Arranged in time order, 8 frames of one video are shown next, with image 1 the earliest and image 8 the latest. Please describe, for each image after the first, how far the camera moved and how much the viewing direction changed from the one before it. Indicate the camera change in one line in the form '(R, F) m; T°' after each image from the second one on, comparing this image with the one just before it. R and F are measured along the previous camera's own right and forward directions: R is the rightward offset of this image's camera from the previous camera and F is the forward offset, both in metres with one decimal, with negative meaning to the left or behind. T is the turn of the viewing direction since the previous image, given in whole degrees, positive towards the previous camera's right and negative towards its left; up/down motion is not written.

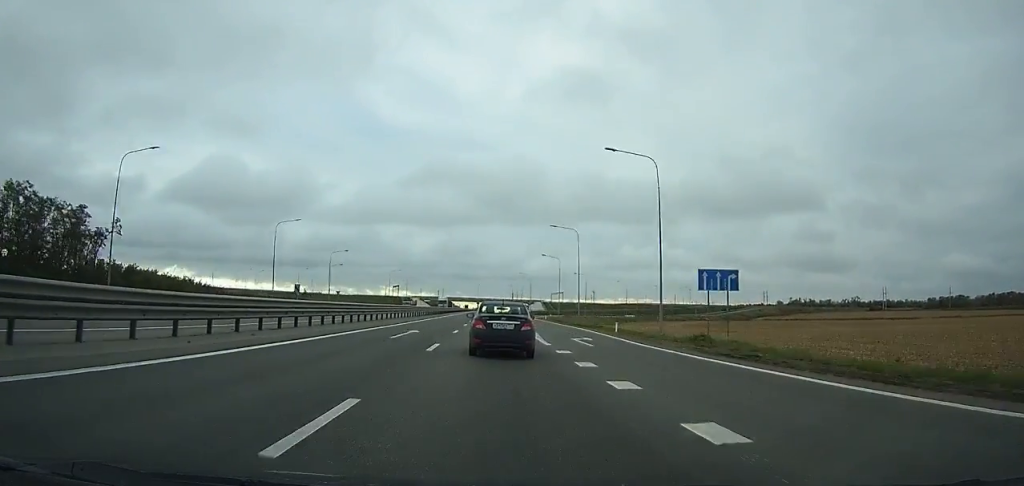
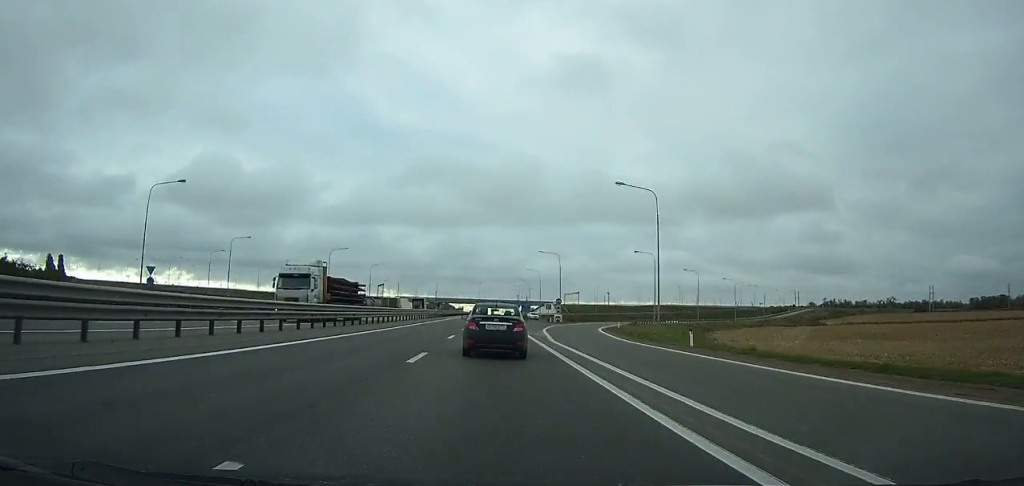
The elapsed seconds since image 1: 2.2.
(-0.3, +70.3) m; 0°
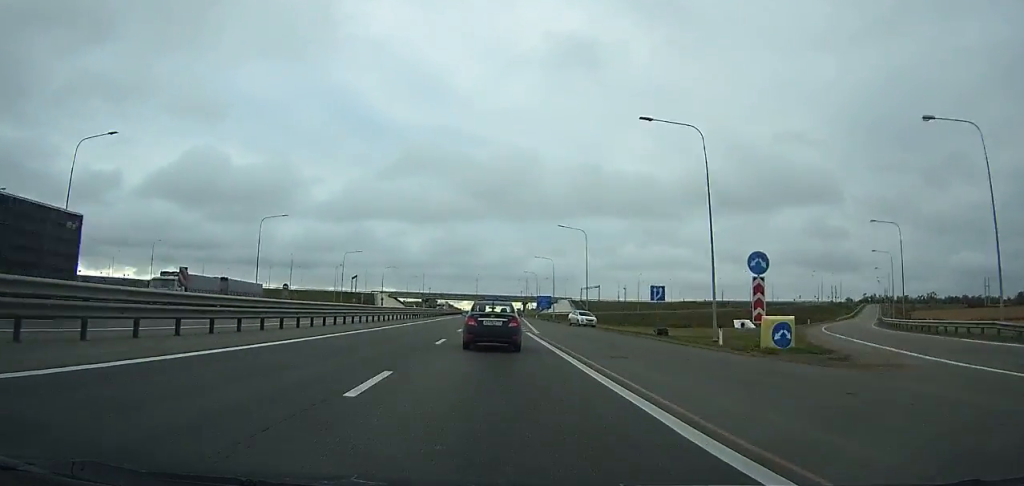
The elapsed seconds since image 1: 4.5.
(-0.2, +71.4) m; 0°
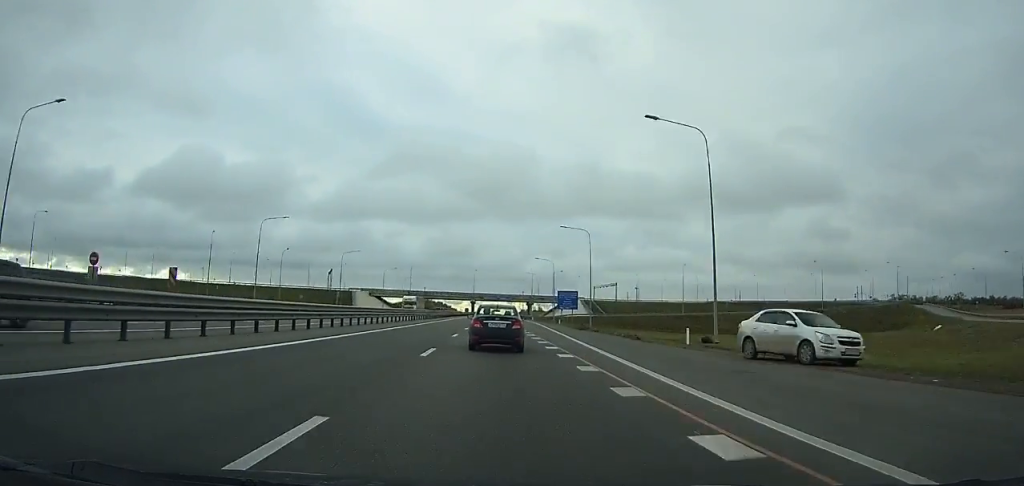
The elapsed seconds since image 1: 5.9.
(0.0, +42.0) m; 0°
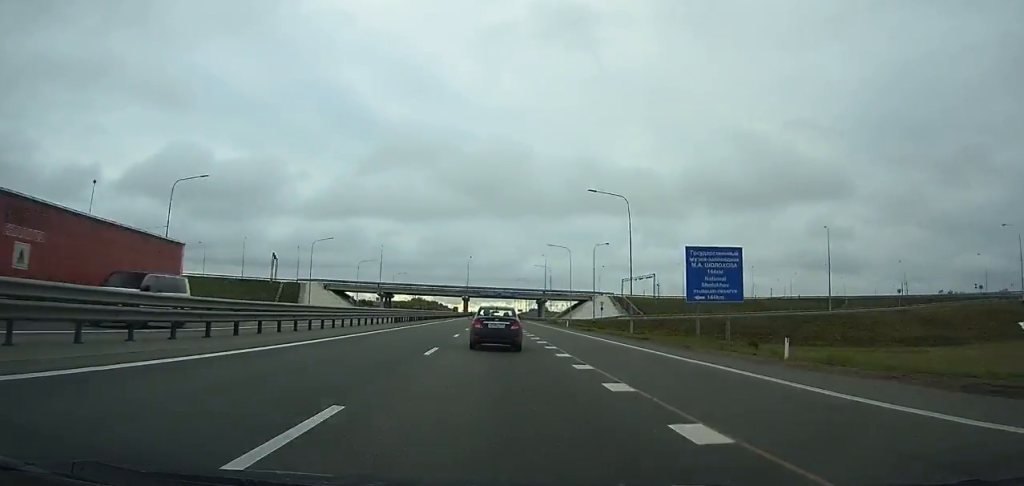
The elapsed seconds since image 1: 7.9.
(+0.1, +58.8) m; 0°
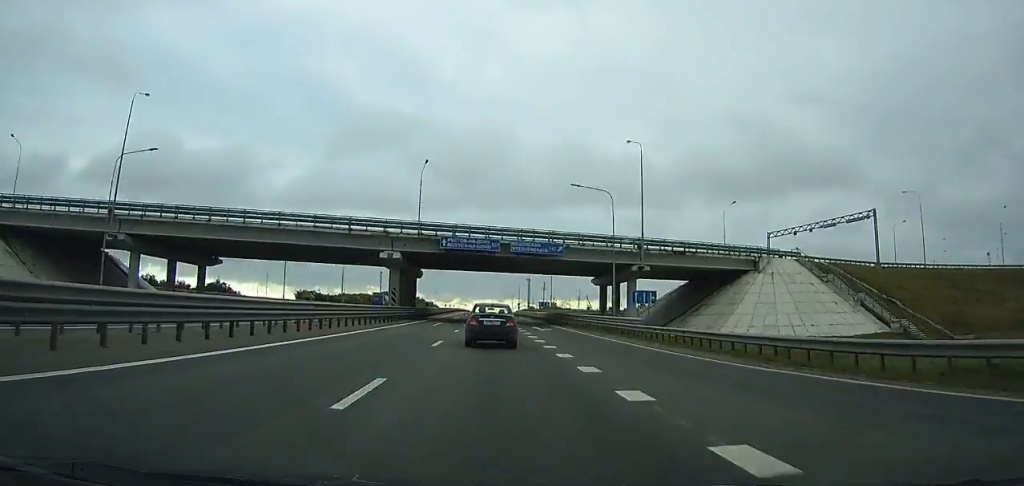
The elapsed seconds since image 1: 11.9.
(+0.4, +114.6) m; 0°
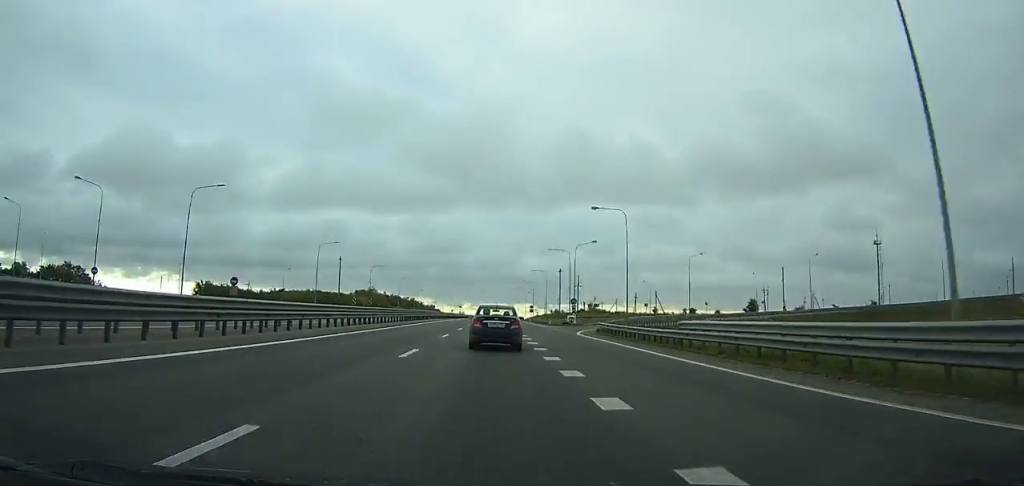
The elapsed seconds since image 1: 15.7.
(-0.2, +108.3) m; 0°
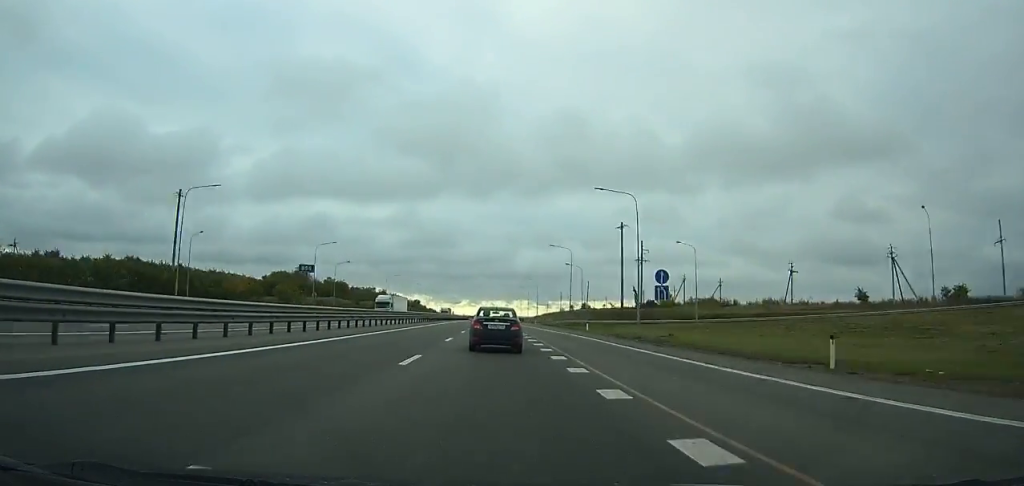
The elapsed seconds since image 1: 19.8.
(-0.6, +124.9) m; 0°
